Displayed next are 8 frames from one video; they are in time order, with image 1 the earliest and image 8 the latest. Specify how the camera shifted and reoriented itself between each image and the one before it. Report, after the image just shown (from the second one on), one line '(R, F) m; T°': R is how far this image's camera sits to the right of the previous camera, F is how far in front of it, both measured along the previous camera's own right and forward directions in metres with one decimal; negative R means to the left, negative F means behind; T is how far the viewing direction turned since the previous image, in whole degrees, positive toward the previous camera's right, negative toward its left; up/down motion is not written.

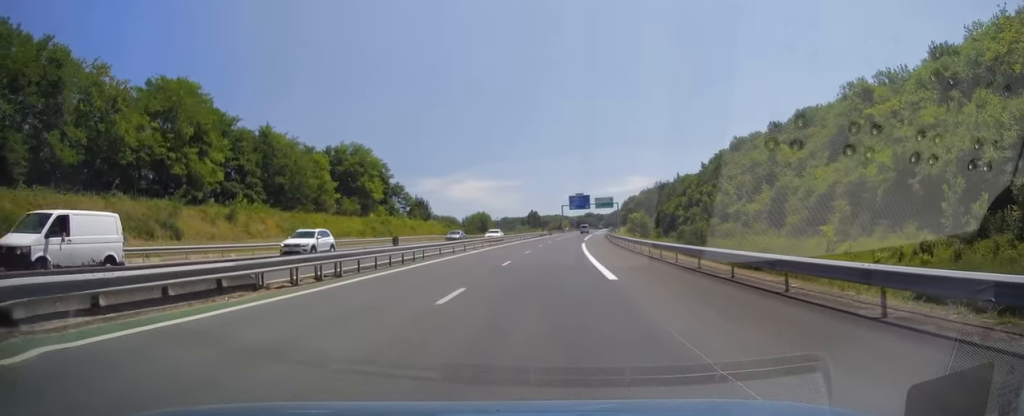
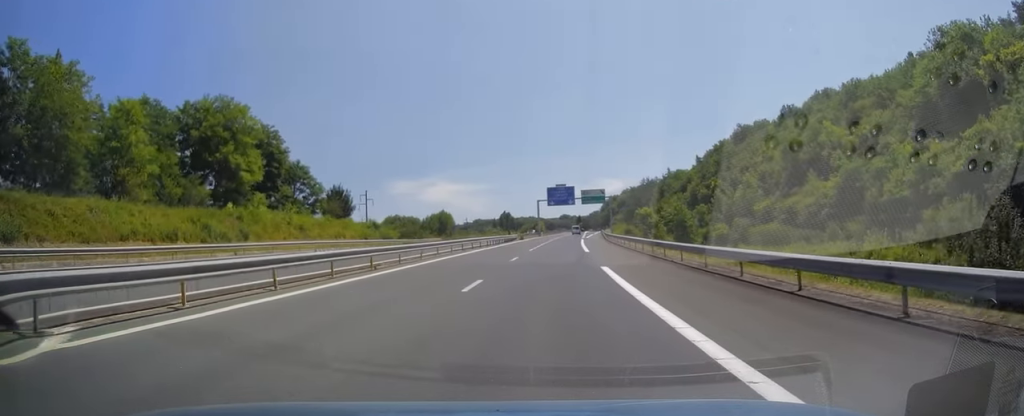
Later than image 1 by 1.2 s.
(+0.8, +36.5) m; +2°
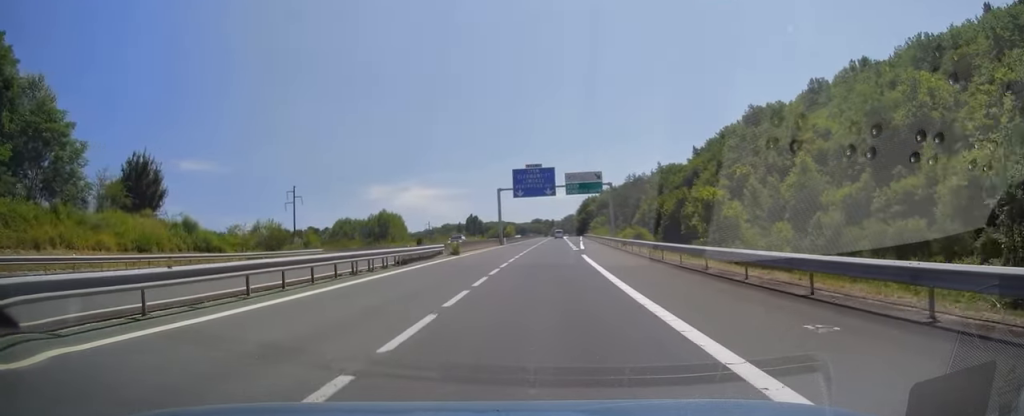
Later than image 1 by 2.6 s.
(+0.9, +40.9) m; +3°
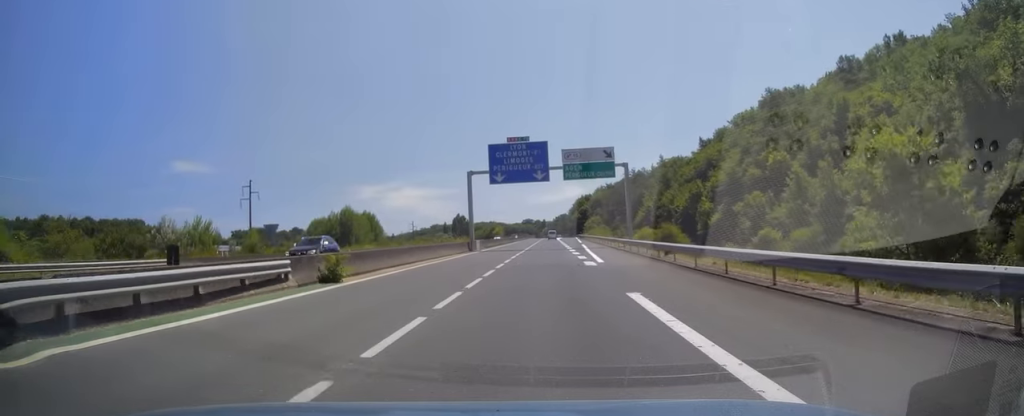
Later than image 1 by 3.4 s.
(+0.4, +22.0) m; +1°
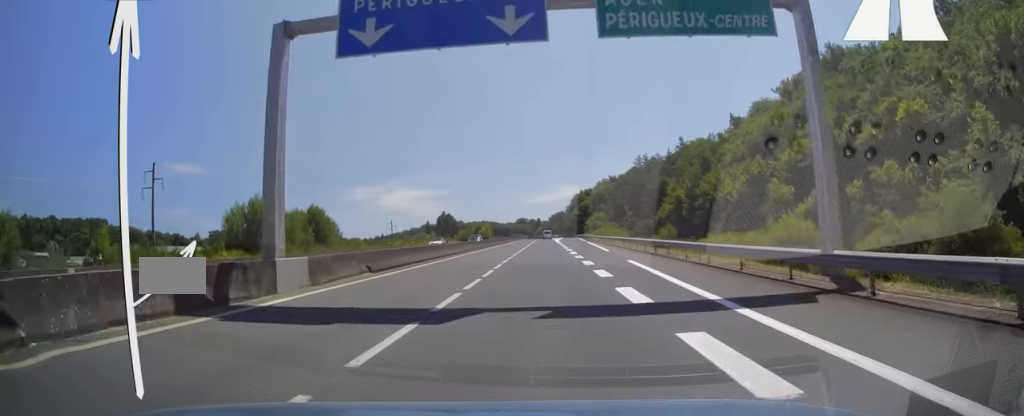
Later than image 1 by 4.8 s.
(+0.6, +39.6) m; +1°
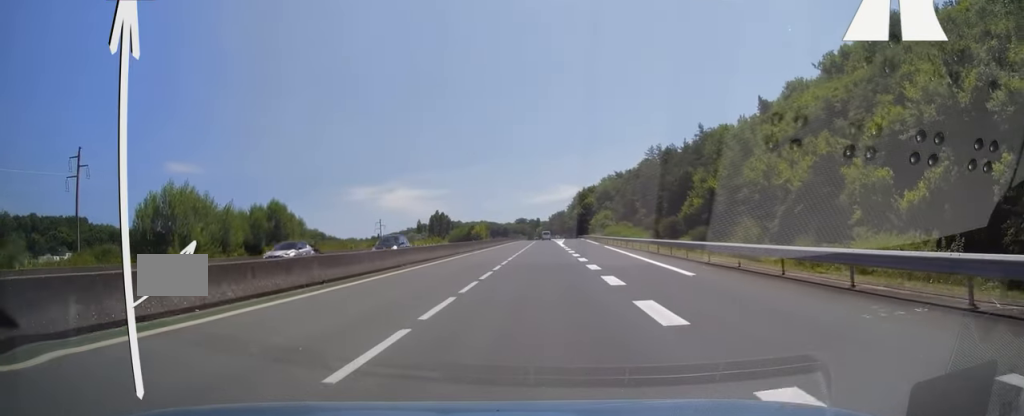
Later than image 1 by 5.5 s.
(-0.3, +22.4) m; 0°
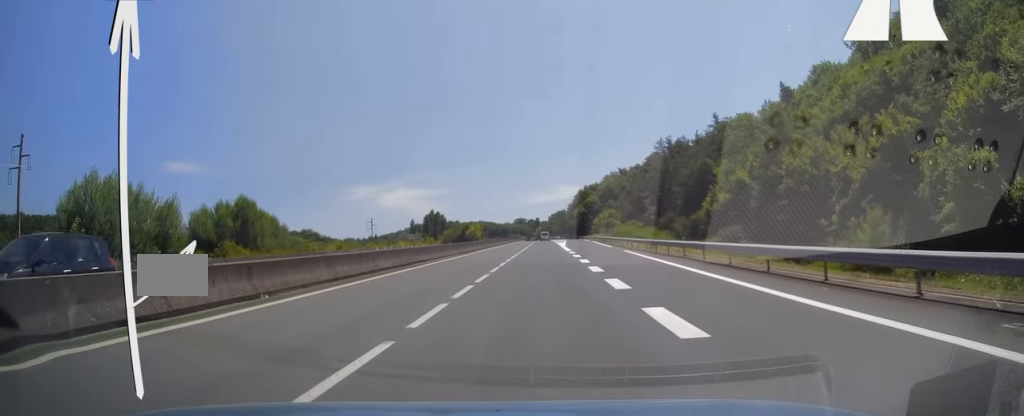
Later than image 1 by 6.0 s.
(+0.1, +14.2) m; 0°
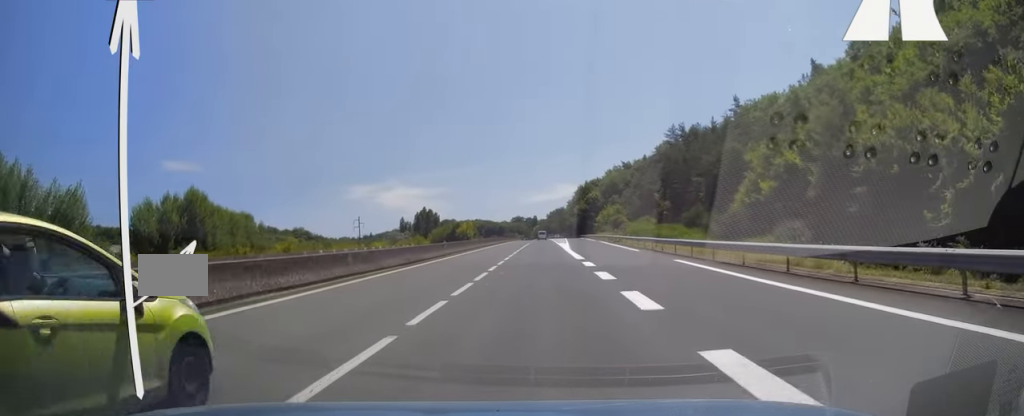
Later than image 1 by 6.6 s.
(+0.2, +17.1) m; +1°
